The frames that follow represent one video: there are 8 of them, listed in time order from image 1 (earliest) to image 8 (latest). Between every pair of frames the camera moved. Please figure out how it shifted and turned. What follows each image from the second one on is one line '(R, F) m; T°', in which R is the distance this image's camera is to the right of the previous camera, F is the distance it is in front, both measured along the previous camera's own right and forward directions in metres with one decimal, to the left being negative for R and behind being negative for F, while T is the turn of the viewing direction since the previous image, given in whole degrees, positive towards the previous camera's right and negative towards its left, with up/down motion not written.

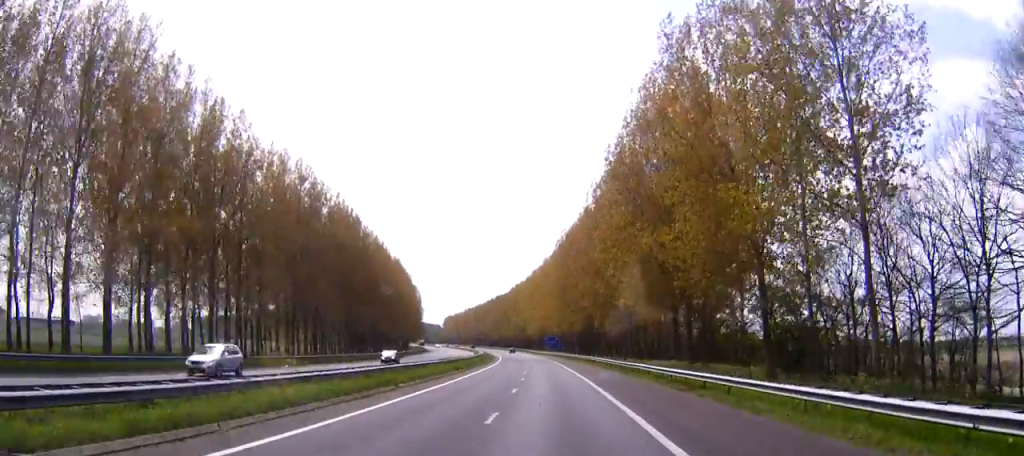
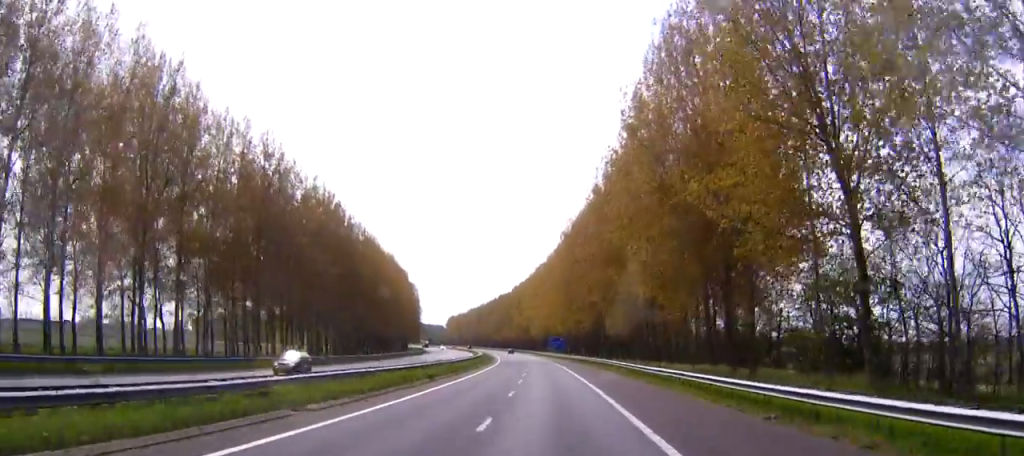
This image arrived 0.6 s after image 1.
(0.0, +13.3) m; 0°
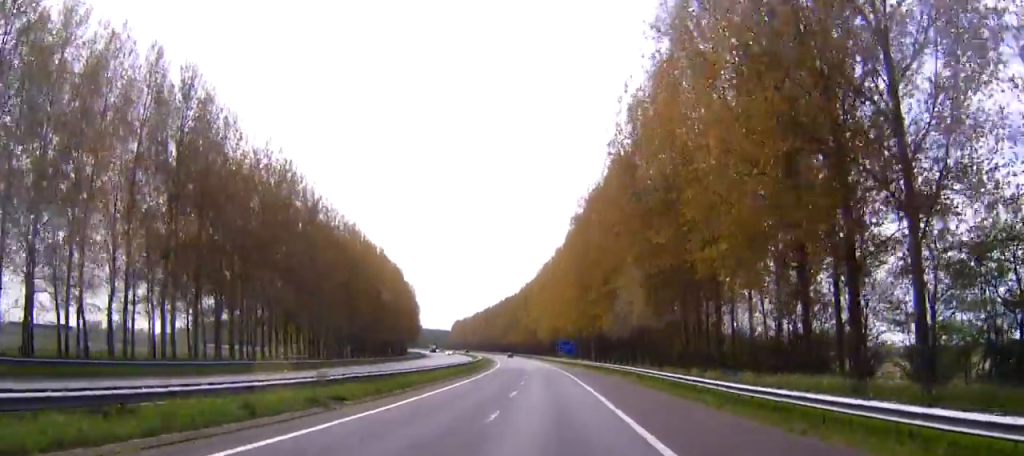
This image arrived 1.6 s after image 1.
(-0.1, +20.9) m; -1°
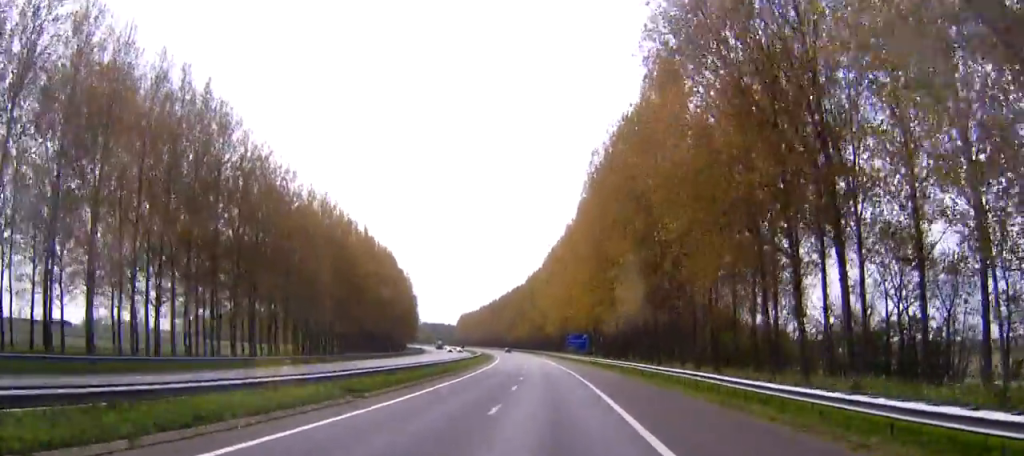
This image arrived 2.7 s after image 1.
(-0.1, +23.0) m; -1°
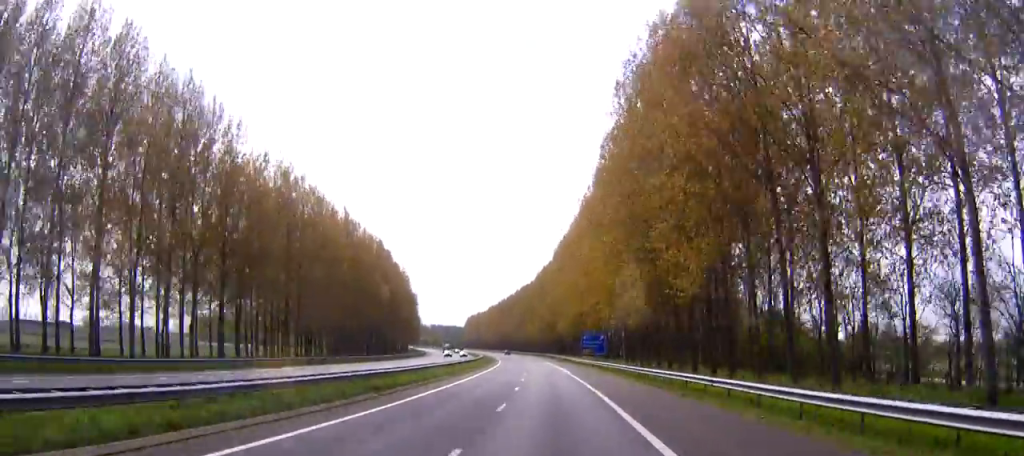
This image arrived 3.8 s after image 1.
(-0.1, +22.2) m; -1°
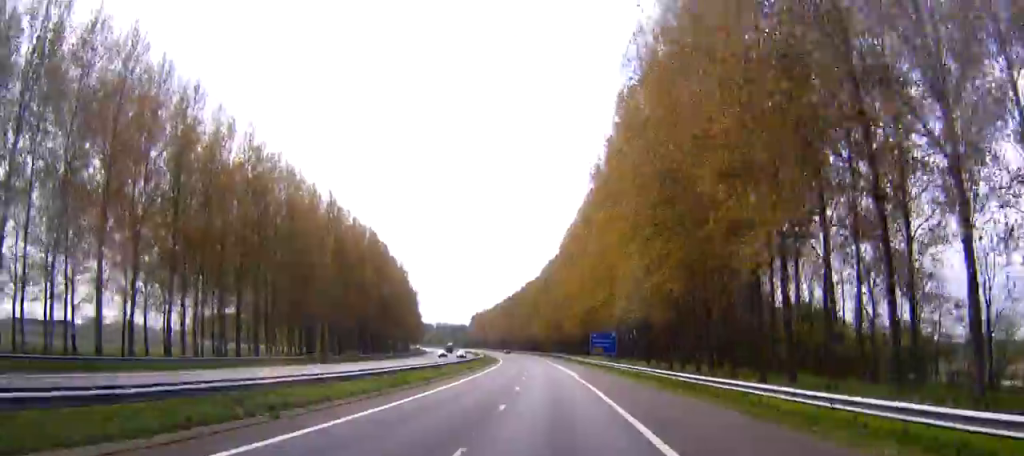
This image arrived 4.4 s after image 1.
(-0.1, +11.8) m; -1°
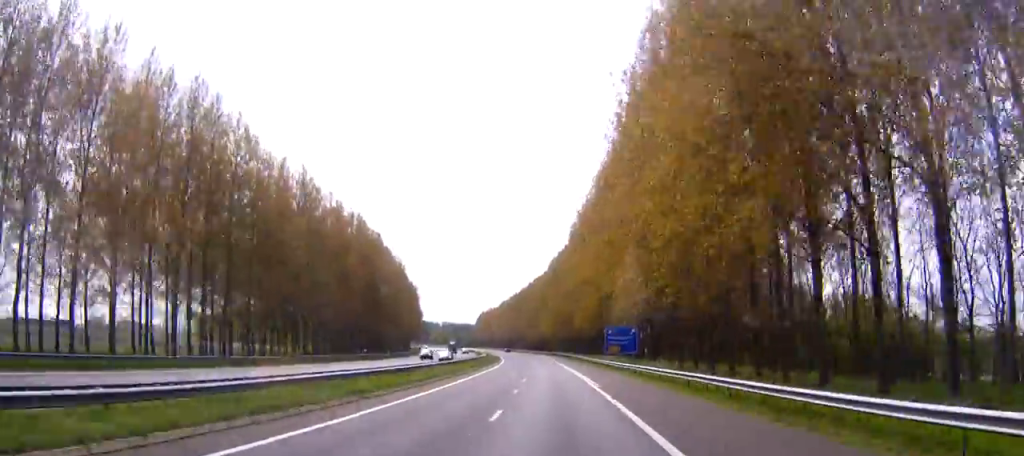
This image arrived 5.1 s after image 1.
(-0.1, +15.9) m; -1°
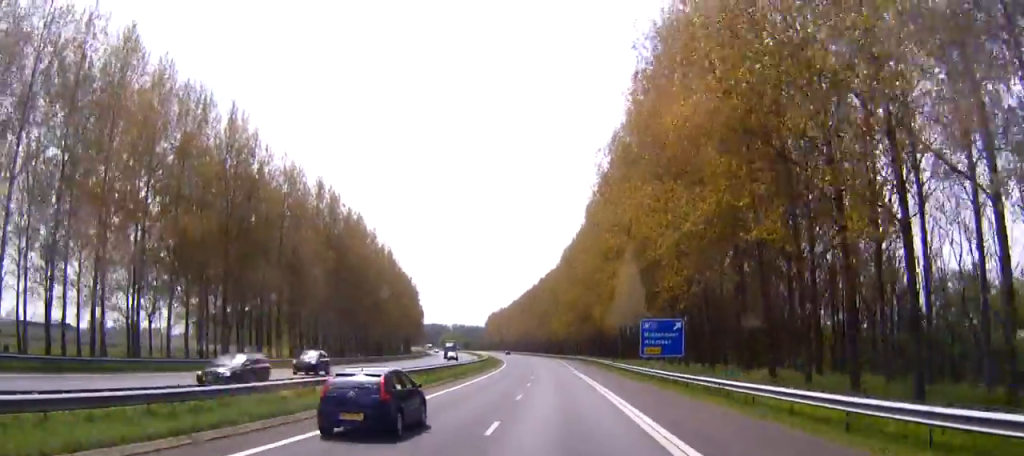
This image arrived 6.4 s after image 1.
(-0.3, +26.3) m; -1°
